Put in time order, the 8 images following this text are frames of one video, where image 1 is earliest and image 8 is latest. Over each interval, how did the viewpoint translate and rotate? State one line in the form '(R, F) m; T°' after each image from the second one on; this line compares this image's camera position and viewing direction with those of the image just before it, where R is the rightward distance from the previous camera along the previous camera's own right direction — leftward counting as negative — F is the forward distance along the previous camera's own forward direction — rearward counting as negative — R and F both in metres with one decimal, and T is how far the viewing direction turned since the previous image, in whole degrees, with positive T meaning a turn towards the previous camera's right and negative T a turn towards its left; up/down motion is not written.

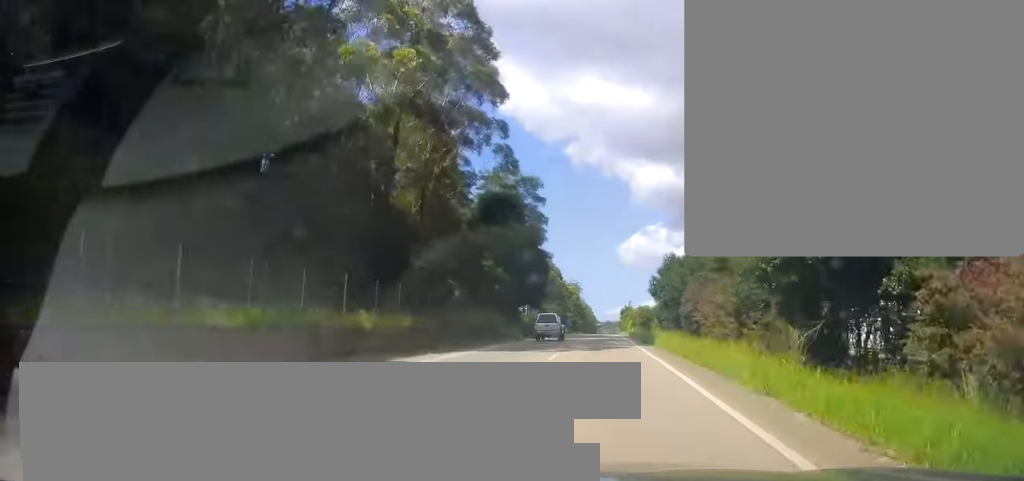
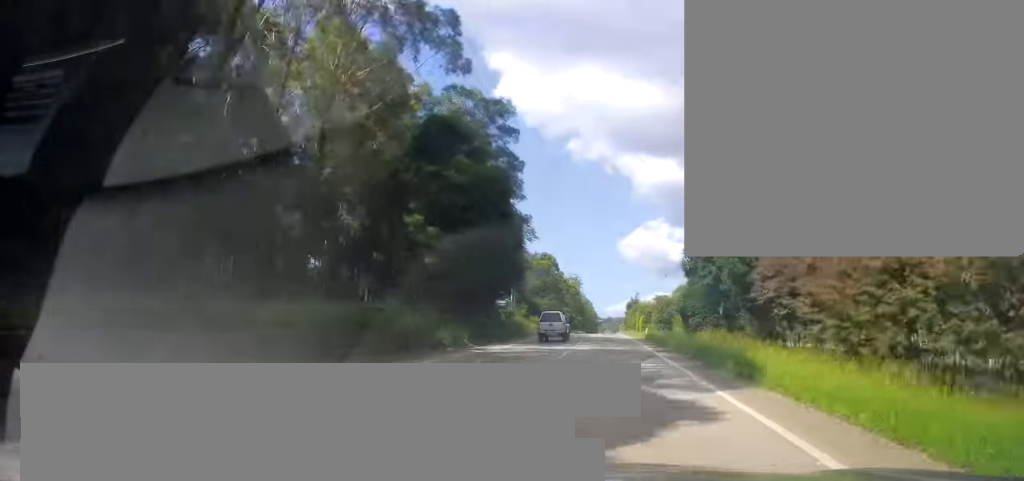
(-0.1, +21.2) m; -2°
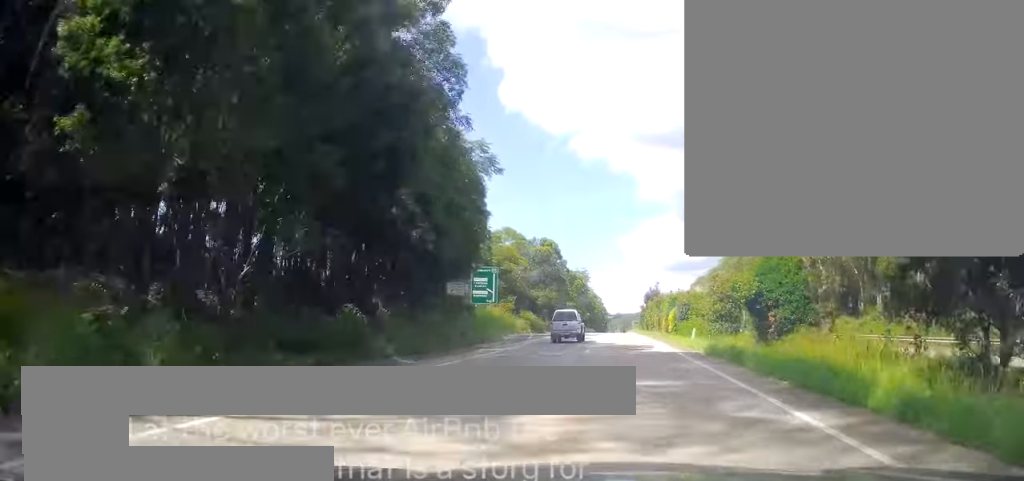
(-0.6, +23.0) m; -1°
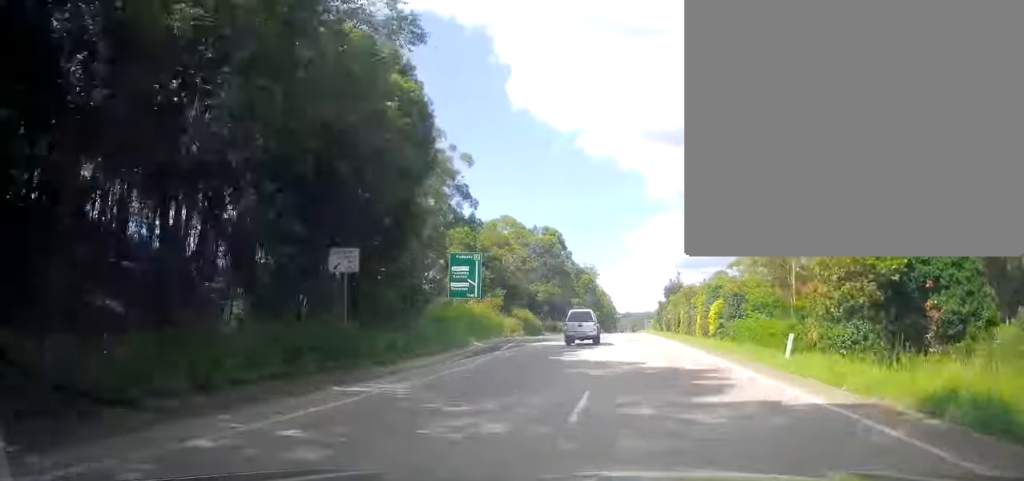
(+0.3, +14.7) m; 0°
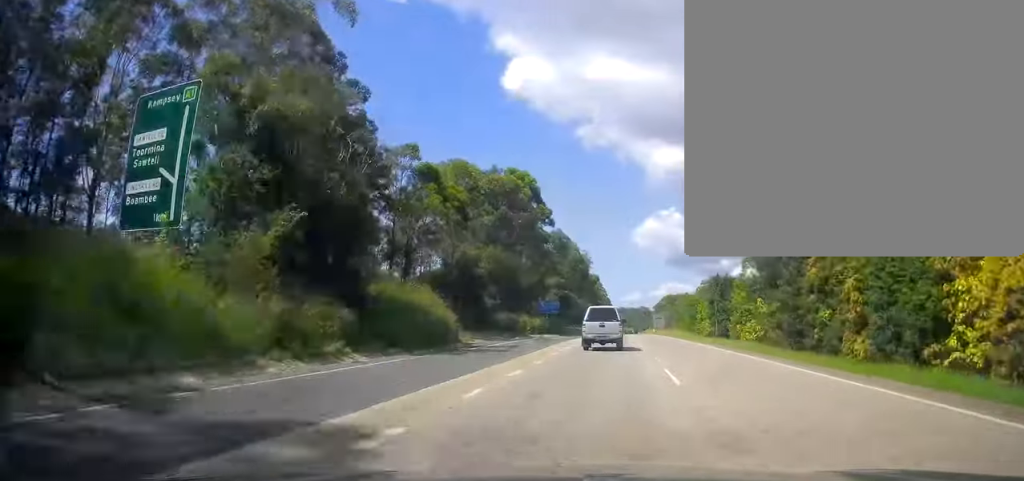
(-0.7, +43.3) m; 0°
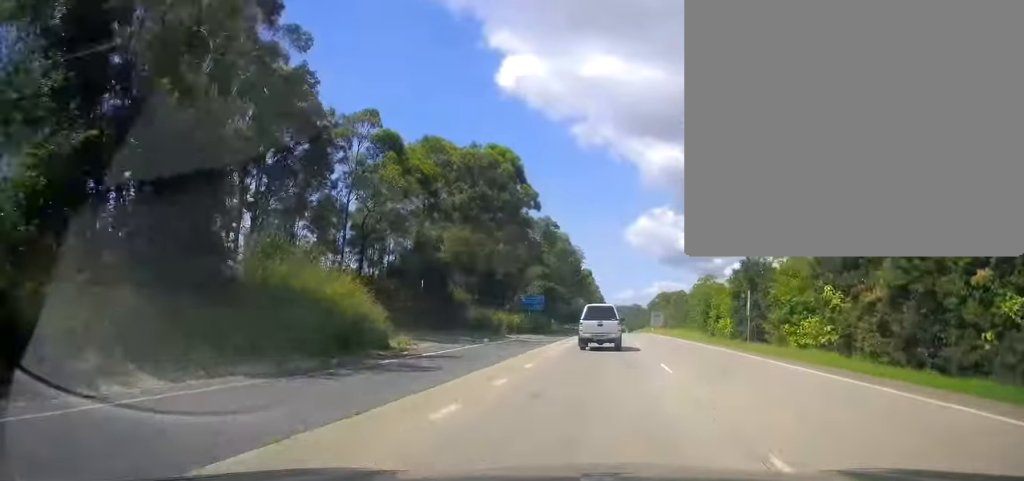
(-0.1, +10.2) m; +1°
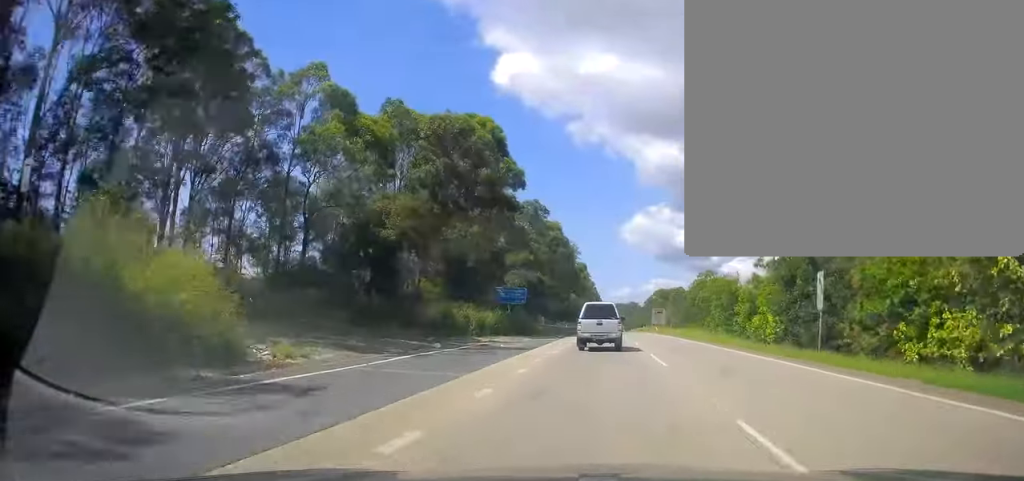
(+0.3, +10.1) m; 0°
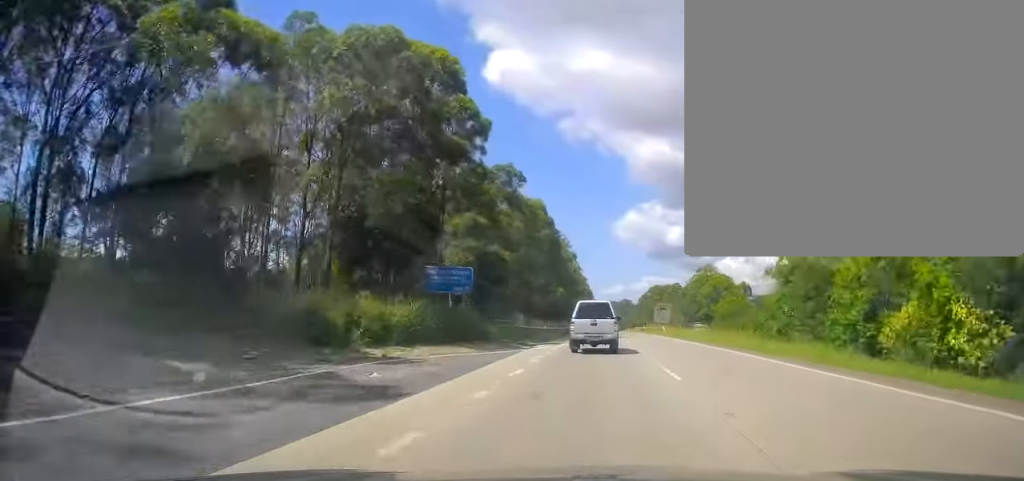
(+0.3, +16.3) m; +1°
